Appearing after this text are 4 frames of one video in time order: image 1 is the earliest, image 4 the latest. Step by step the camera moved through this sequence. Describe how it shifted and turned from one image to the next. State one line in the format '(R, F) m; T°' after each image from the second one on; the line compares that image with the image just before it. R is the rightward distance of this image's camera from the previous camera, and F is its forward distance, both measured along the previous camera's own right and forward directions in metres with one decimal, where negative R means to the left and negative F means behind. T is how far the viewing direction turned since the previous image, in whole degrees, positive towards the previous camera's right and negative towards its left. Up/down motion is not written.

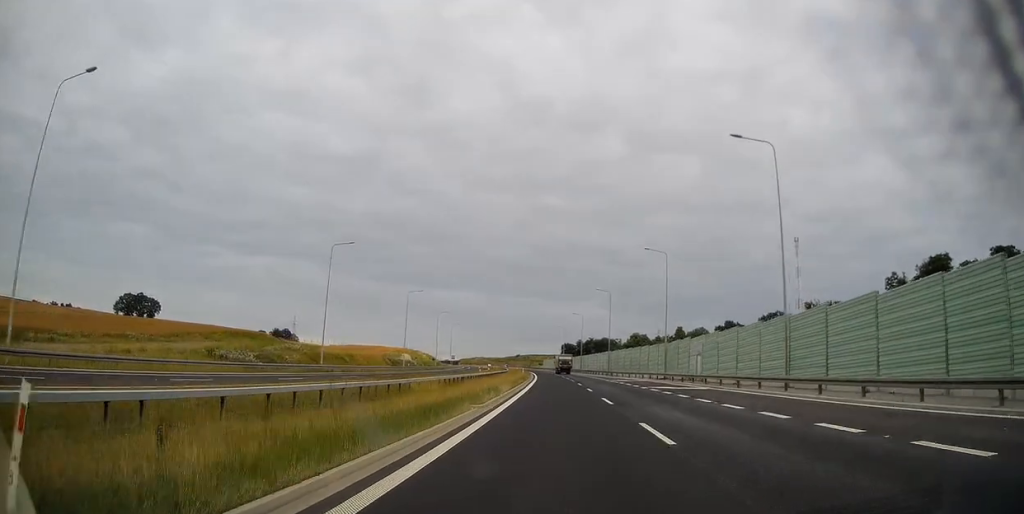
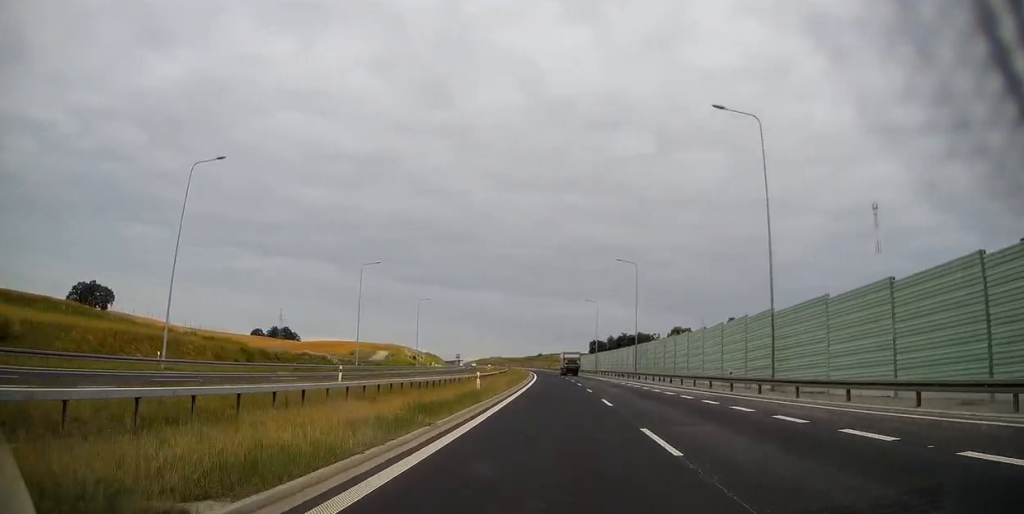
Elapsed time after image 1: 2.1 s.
(-1.2, +73.2) m; -1°
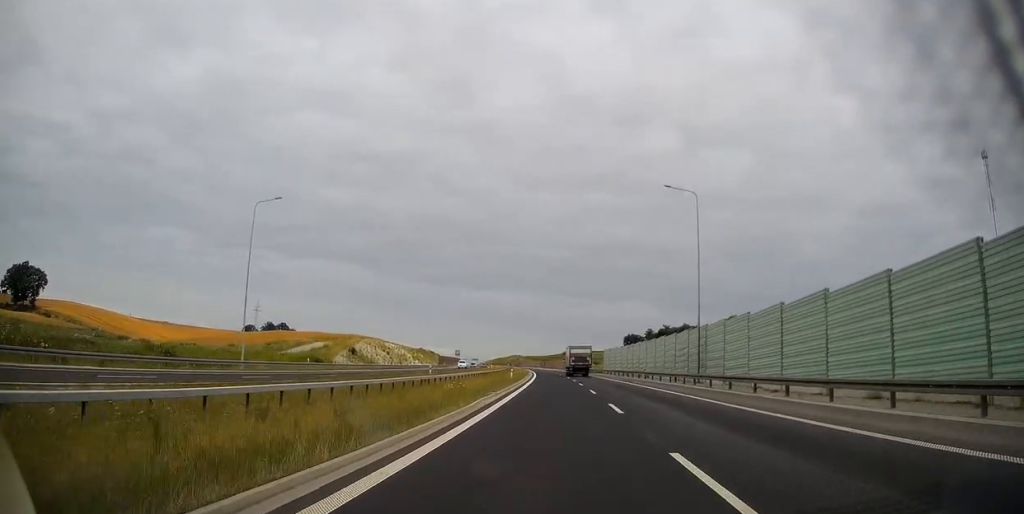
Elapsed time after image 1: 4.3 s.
(0.0, +75.6) m; 0°
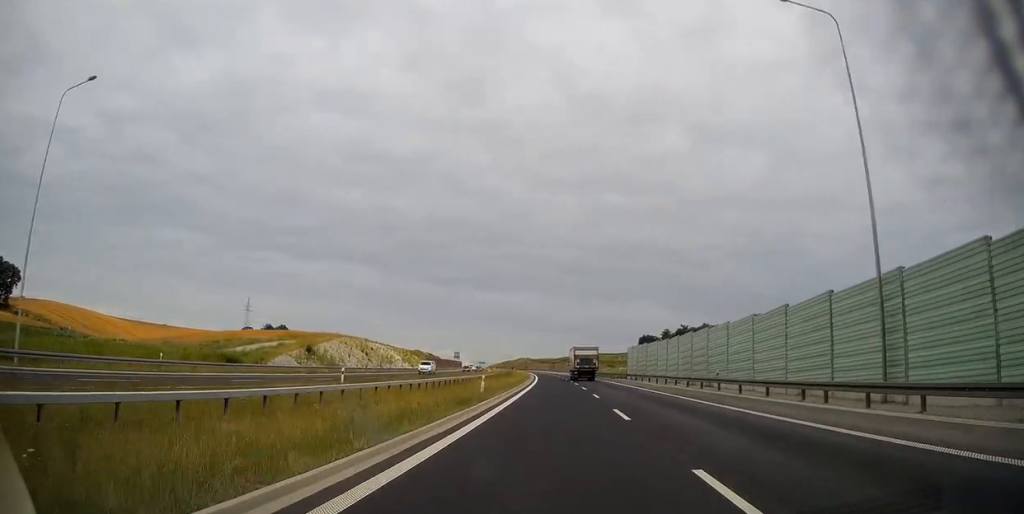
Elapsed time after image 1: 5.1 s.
(0.0, +25.2) m; 0°
